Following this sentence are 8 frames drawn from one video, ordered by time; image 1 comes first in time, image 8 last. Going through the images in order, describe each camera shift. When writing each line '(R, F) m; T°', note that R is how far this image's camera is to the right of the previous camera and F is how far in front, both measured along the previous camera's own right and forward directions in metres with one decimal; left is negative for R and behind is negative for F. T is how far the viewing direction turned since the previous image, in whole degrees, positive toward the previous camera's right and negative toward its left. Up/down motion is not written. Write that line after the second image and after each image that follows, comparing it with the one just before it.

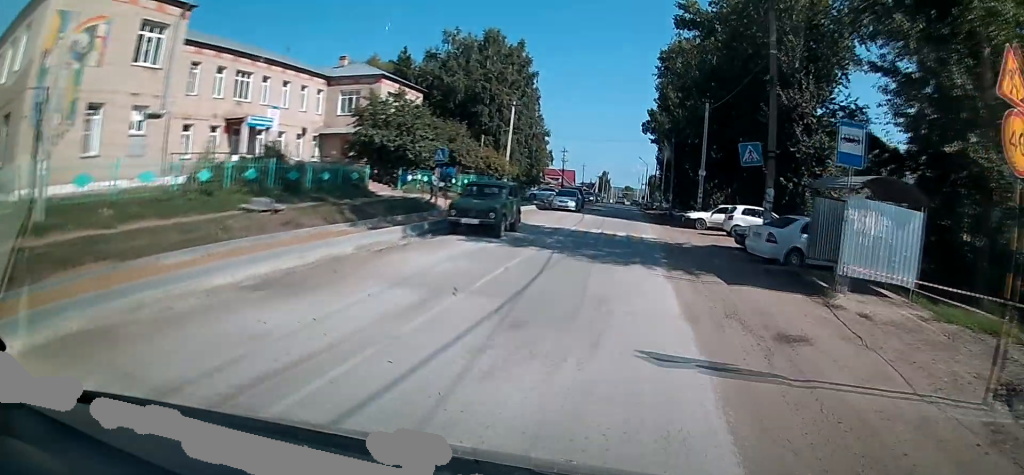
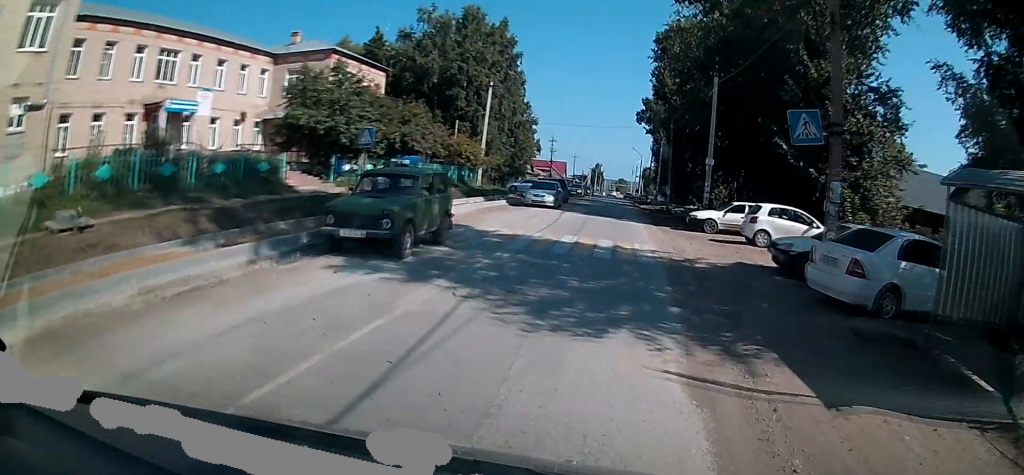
(0.0, +6.6) m; 0°
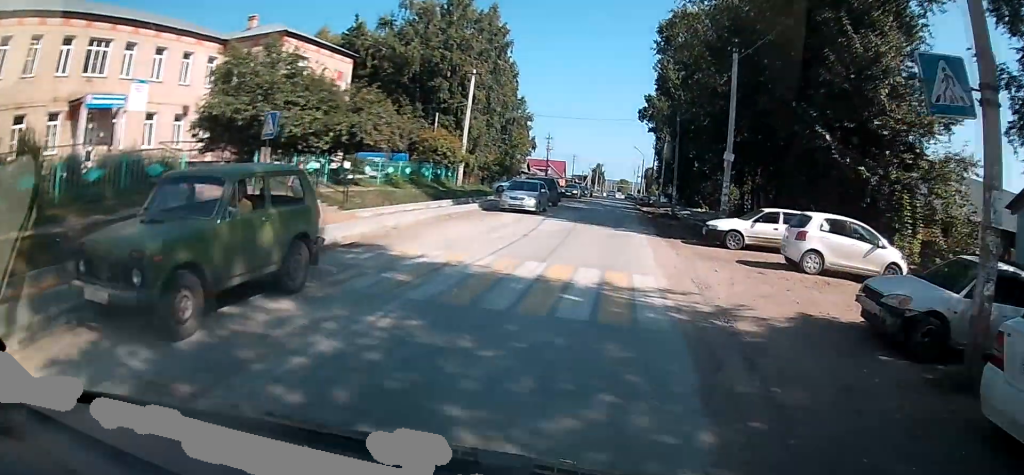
(0.0, +5.7) m; 0°
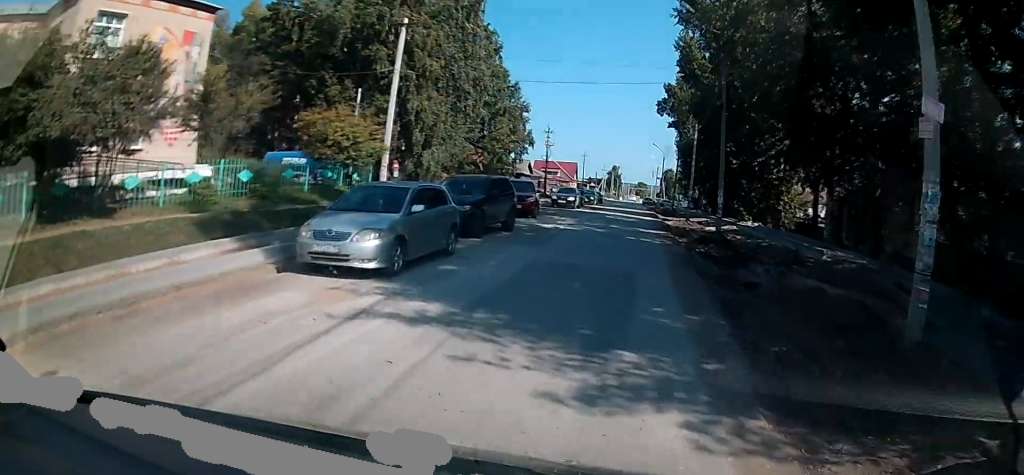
(-0.2, +16.0) m; -1°
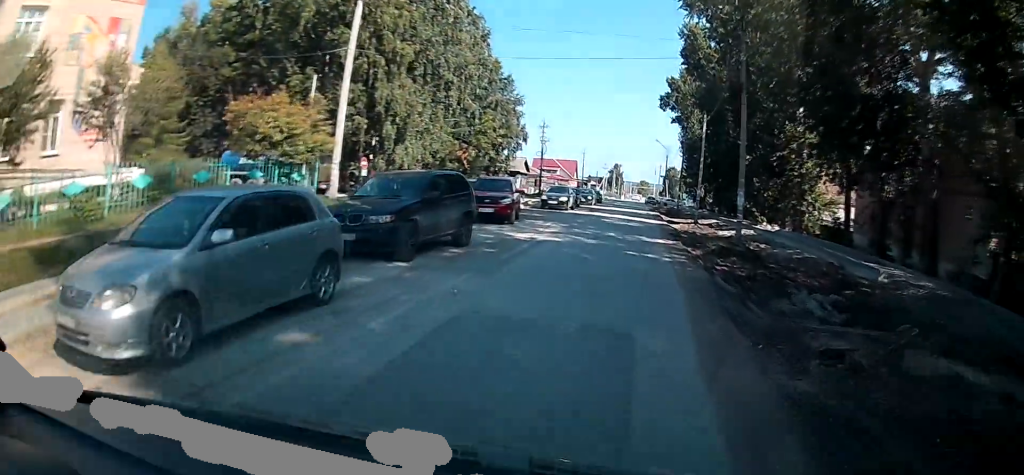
(0.0, +5.0) m; 0°
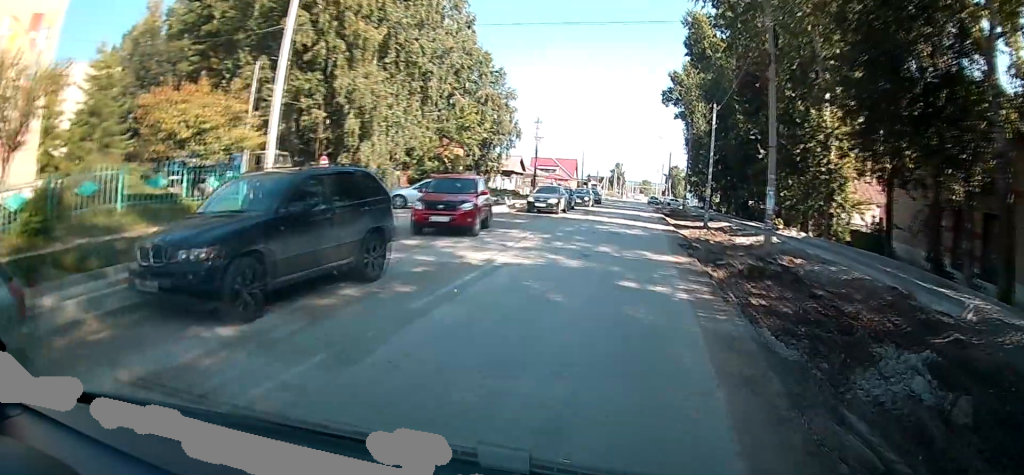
(+0.1, +4.7) m; 0°
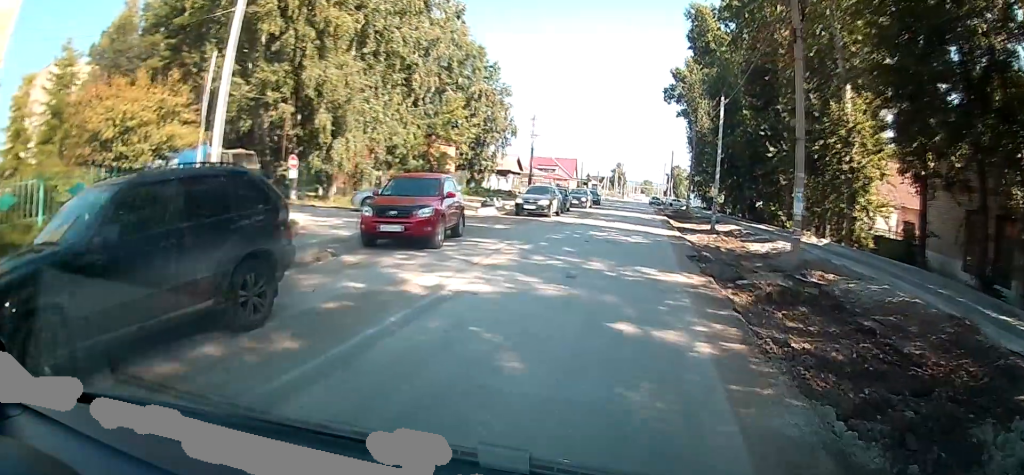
(0.0, +3.0) m; 0°
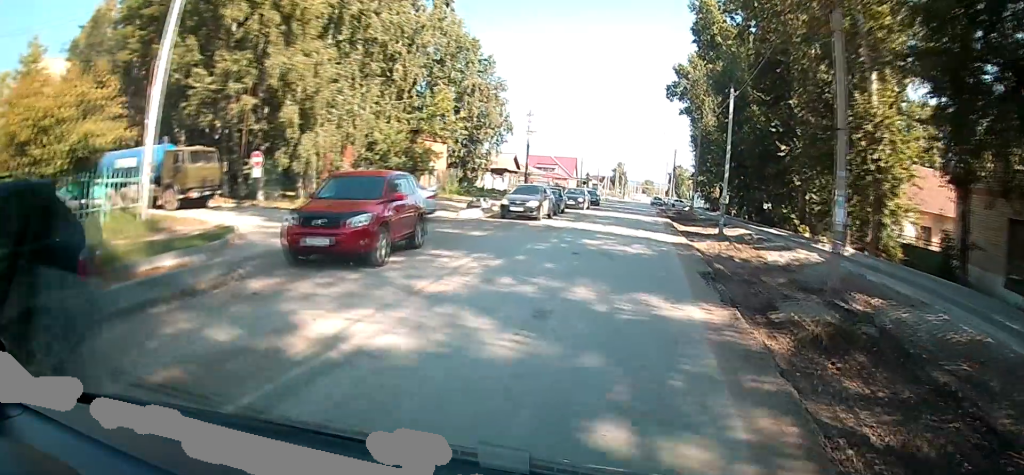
(0.0, +3.0) m; 0°
